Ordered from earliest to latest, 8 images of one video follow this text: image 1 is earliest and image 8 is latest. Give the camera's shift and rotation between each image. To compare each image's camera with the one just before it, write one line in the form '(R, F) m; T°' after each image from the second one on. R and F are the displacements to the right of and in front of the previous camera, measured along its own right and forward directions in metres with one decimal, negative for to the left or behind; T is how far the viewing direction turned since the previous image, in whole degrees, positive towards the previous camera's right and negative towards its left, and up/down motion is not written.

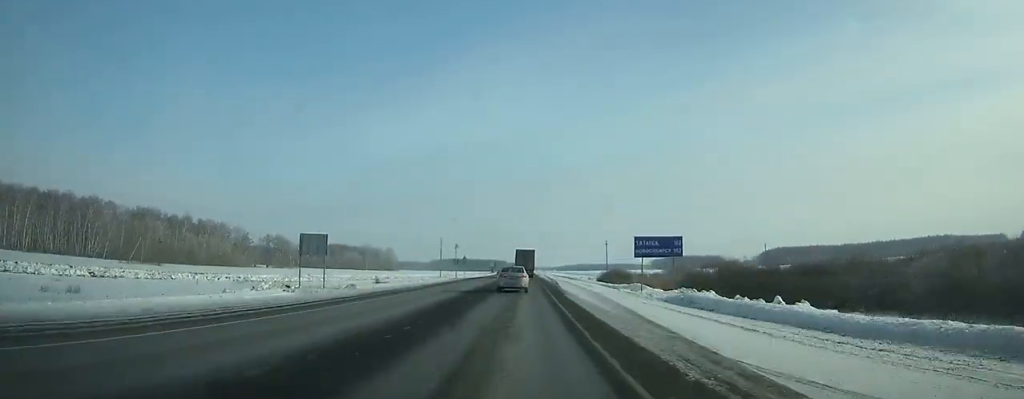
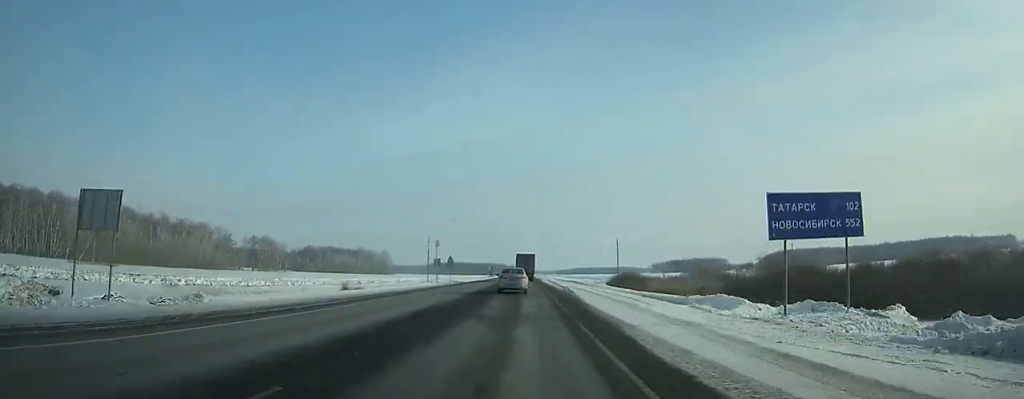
(0.0, +20.0) m; 0°
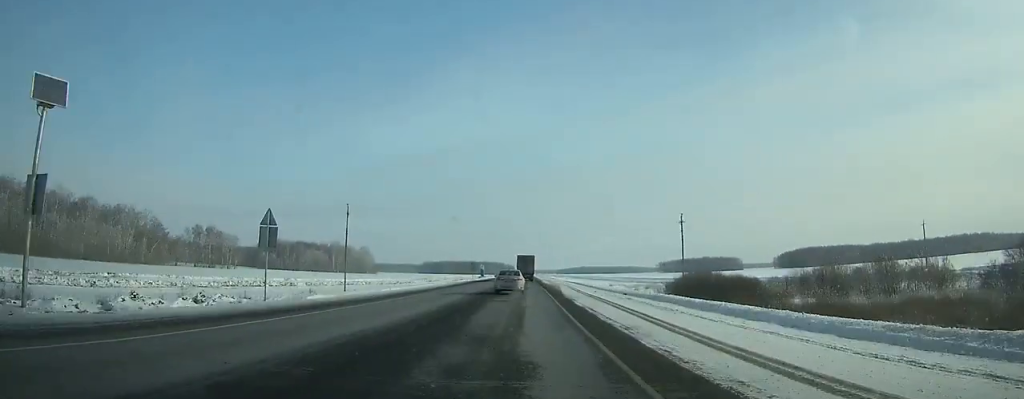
(+0.2, +62.1) m; 0°
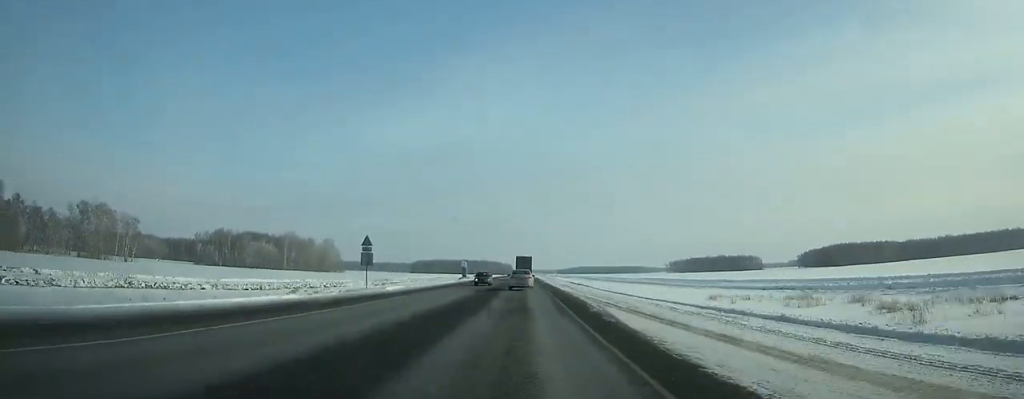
(0.0, +82.2) m; 0°
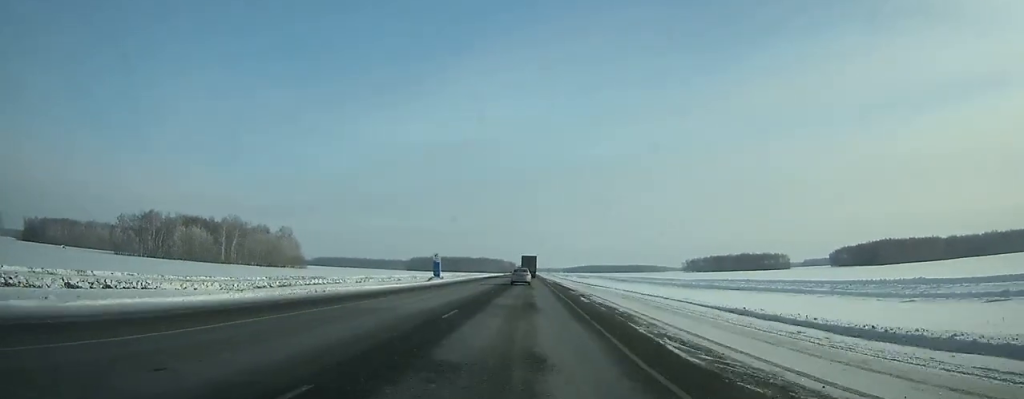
(-0.1, +76.5) m; 0°
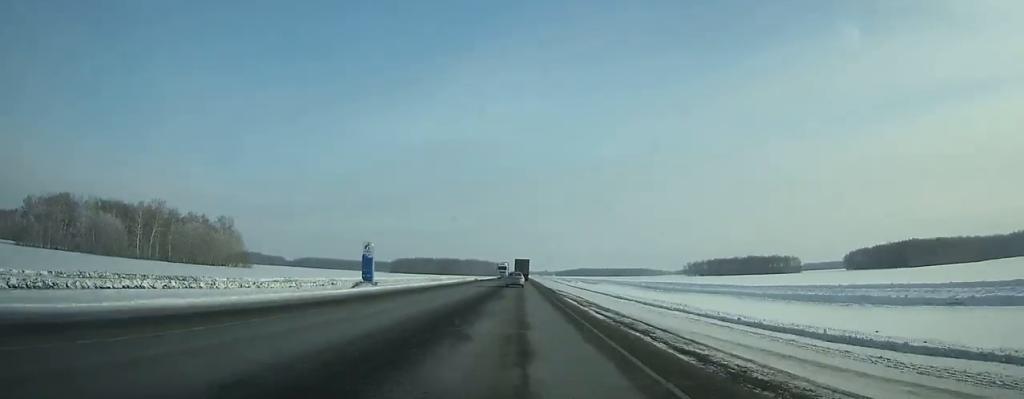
(+0.4, +56.5) m; 0°
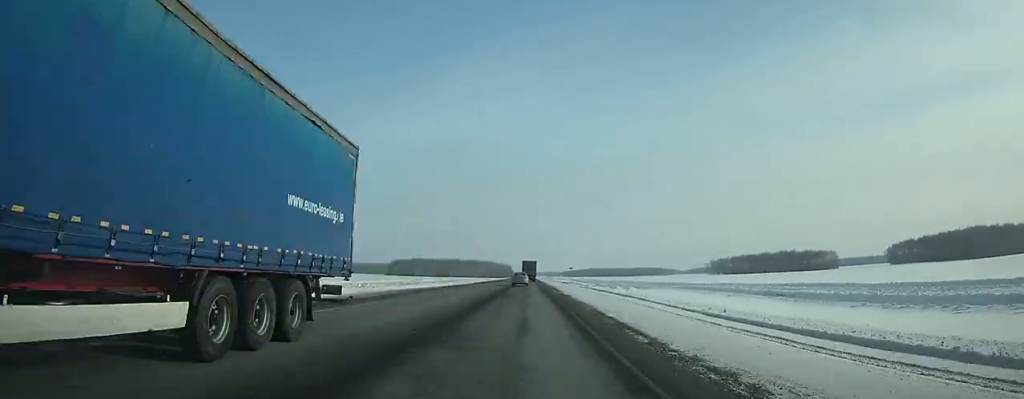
(-0.4, +75.2) m; 0°
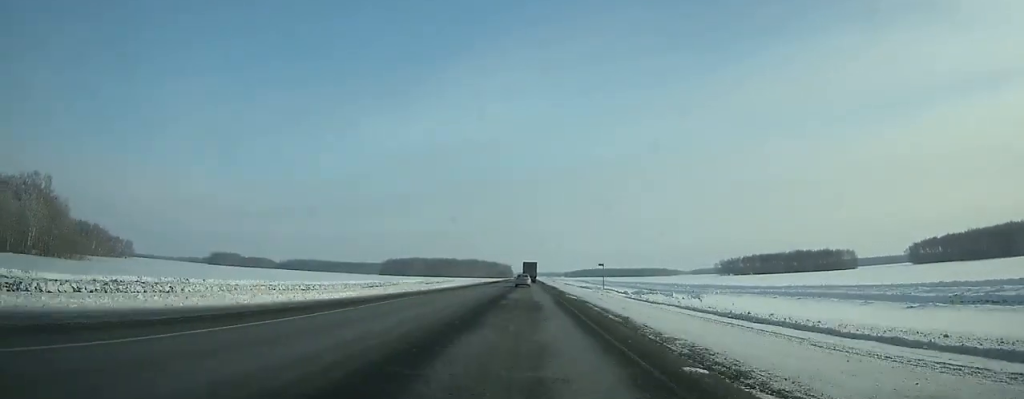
(-0.2, +37.6) m; 0°
